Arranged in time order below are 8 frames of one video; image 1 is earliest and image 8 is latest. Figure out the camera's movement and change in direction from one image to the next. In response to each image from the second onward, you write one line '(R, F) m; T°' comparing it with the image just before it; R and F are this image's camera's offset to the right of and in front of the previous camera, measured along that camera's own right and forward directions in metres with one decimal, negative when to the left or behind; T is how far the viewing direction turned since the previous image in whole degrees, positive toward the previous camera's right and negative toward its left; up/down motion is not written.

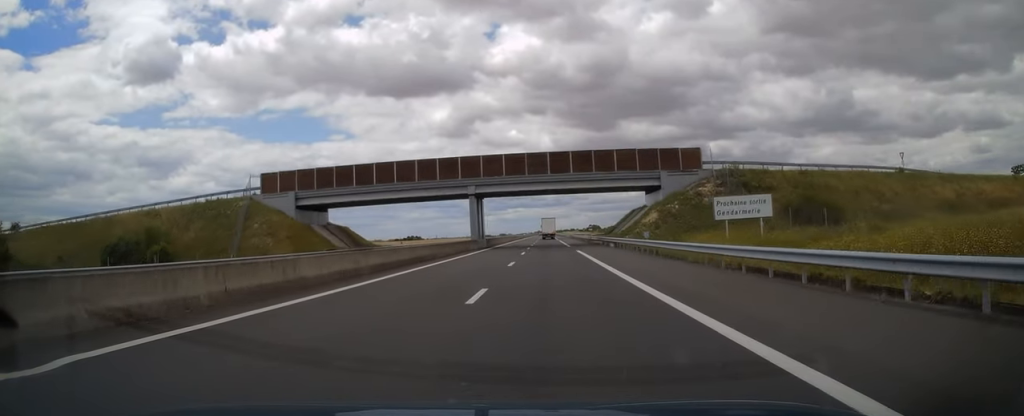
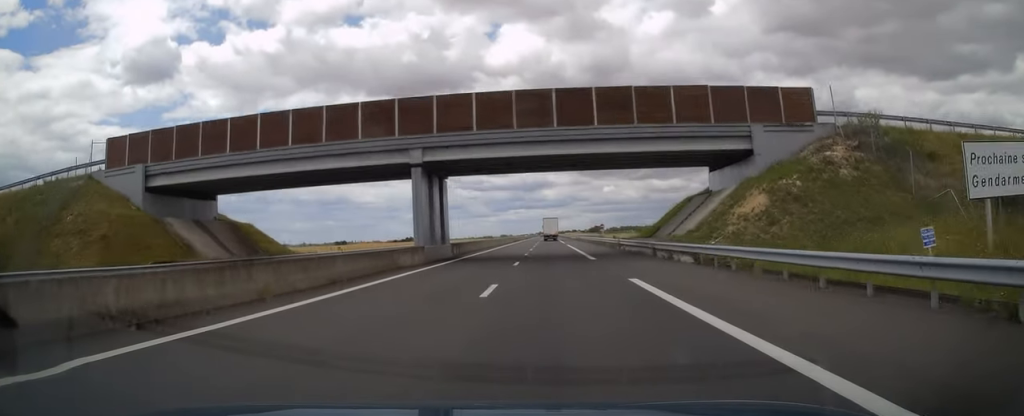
(+0.1, +24.3) m; -1°
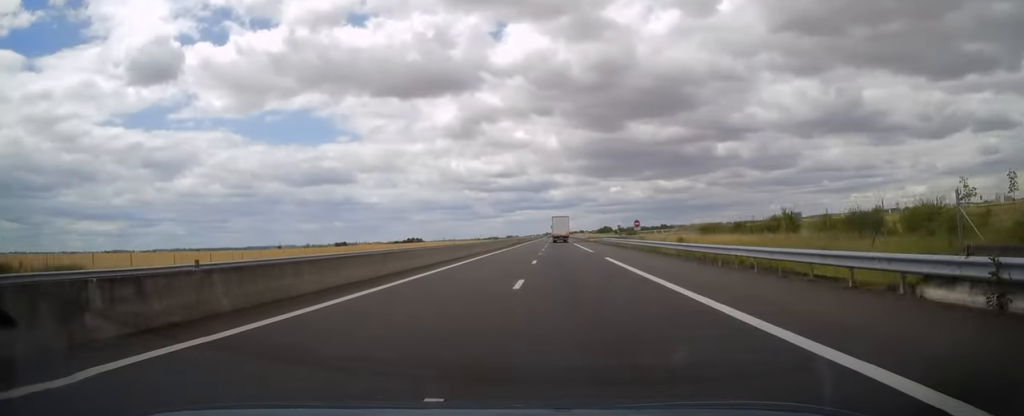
(-0.5, +37.0) m; -1°
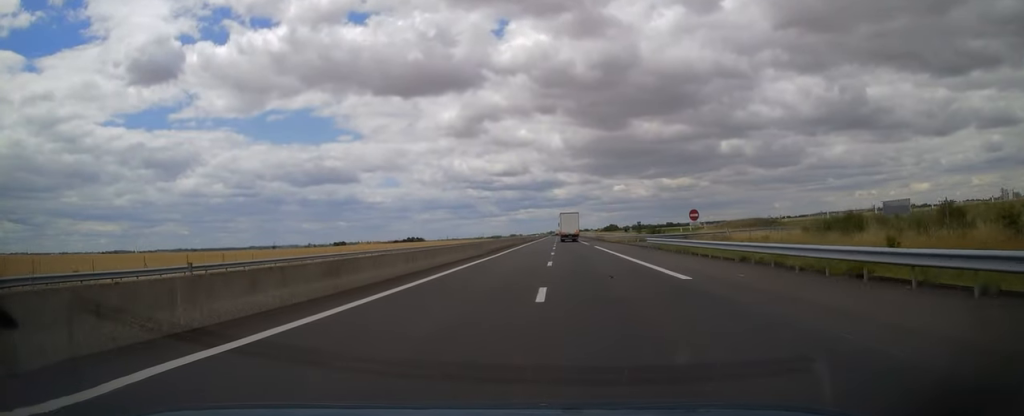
(0.0, +29.2) m; 0°
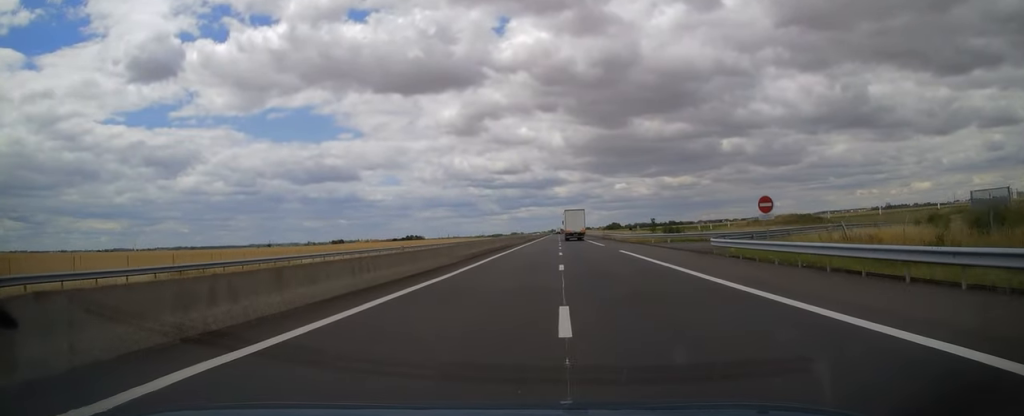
(0.0, +16.9) m; 0°
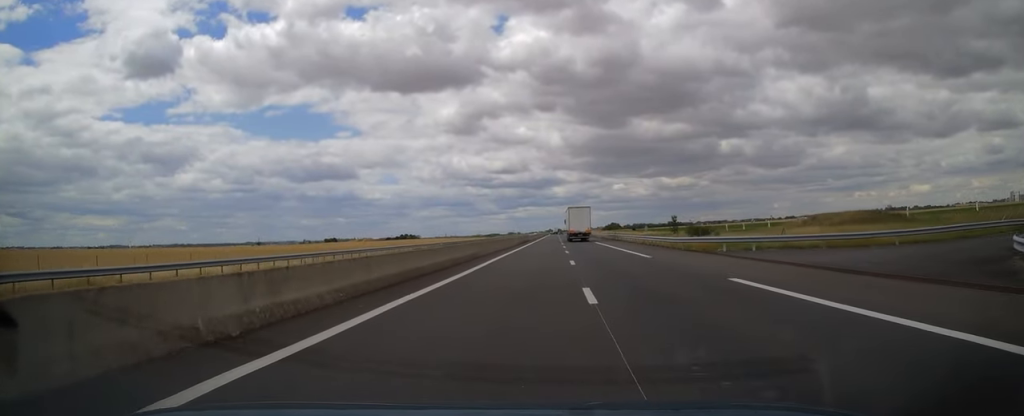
(+0.1, +22.6) m; 0°
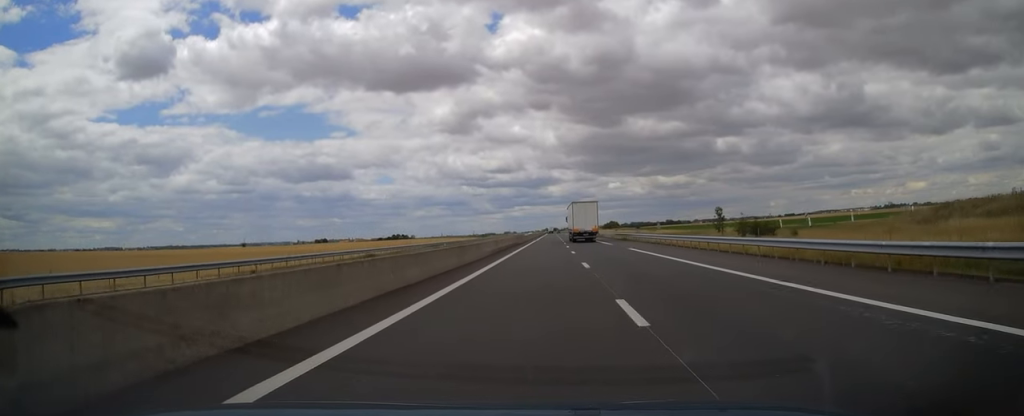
(-0.4, +28.5) m; 0°
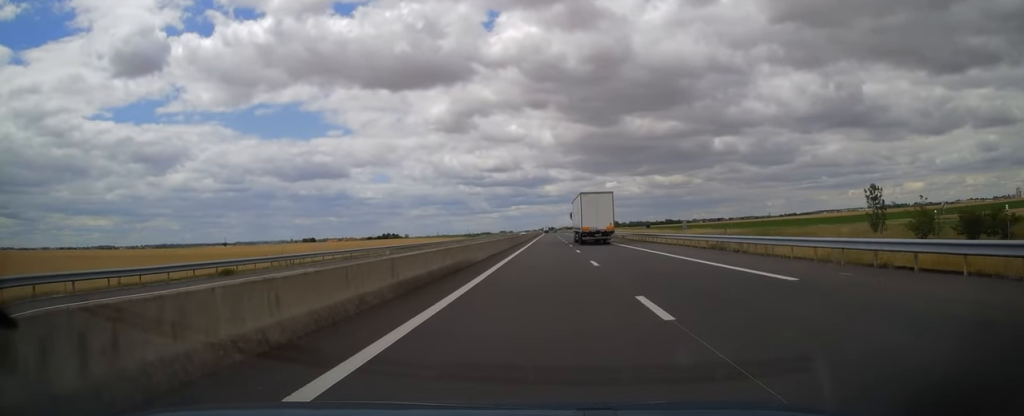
(+0.5, +38.6) m; +2°
